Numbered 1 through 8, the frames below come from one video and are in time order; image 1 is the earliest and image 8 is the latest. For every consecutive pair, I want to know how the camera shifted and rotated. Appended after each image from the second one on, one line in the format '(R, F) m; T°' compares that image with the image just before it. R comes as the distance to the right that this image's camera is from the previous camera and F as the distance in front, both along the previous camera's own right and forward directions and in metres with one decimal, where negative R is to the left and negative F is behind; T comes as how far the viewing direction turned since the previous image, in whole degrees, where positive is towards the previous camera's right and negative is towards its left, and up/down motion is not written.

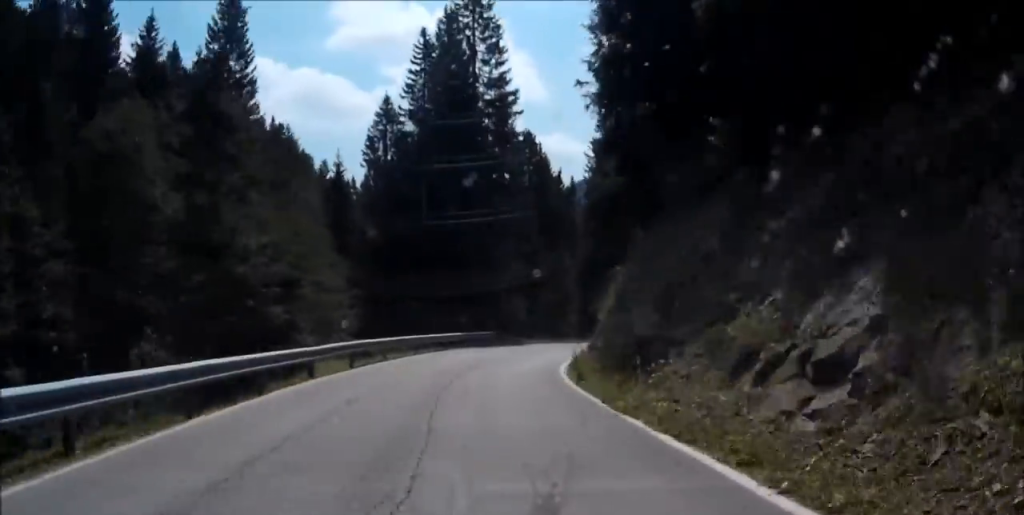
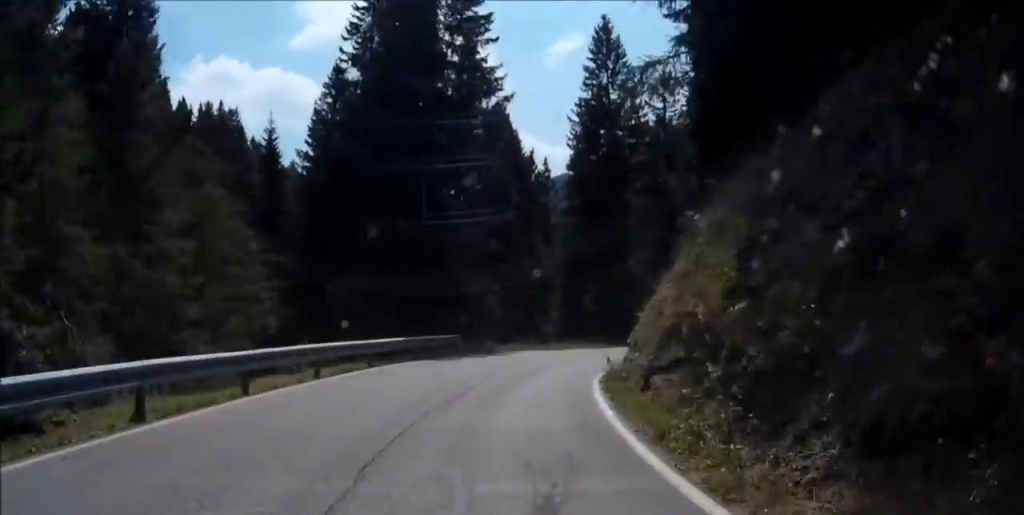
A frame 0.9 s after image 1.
(0.0, +12.0) m; +6°
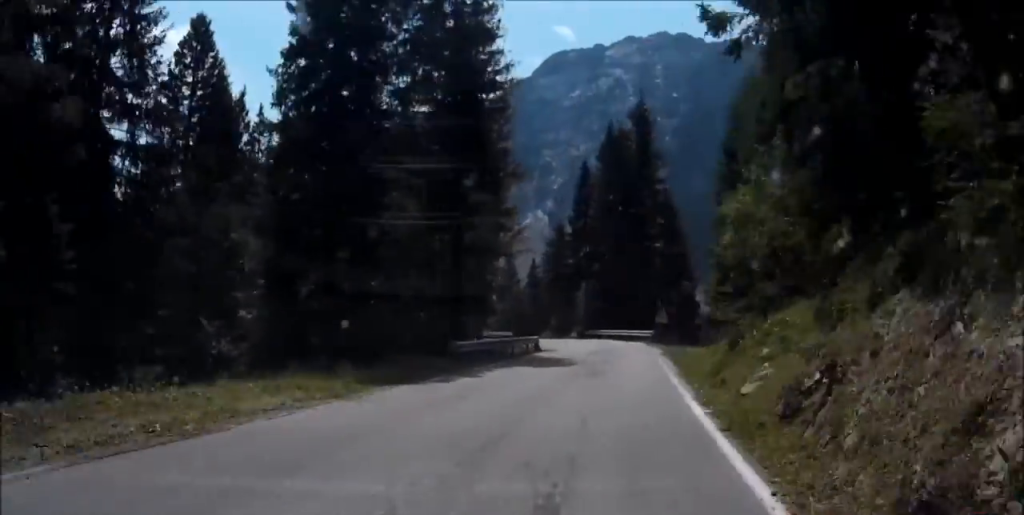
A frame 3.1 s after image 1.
(+4.2, +26.1) m; +14°
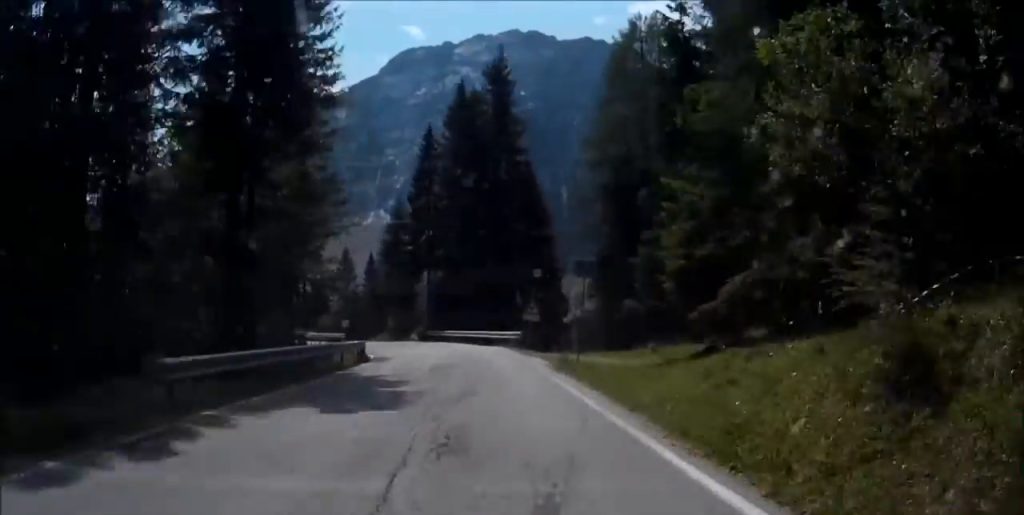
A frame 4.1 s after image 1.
(+1.5, +12.3) m; +1°
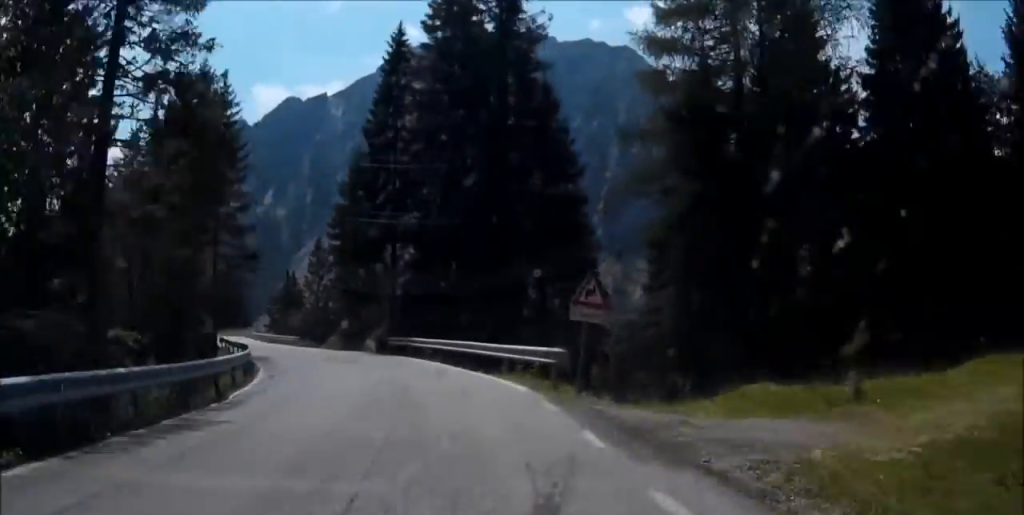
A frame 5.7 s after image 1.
(-0.2, +19.8) m; -4°
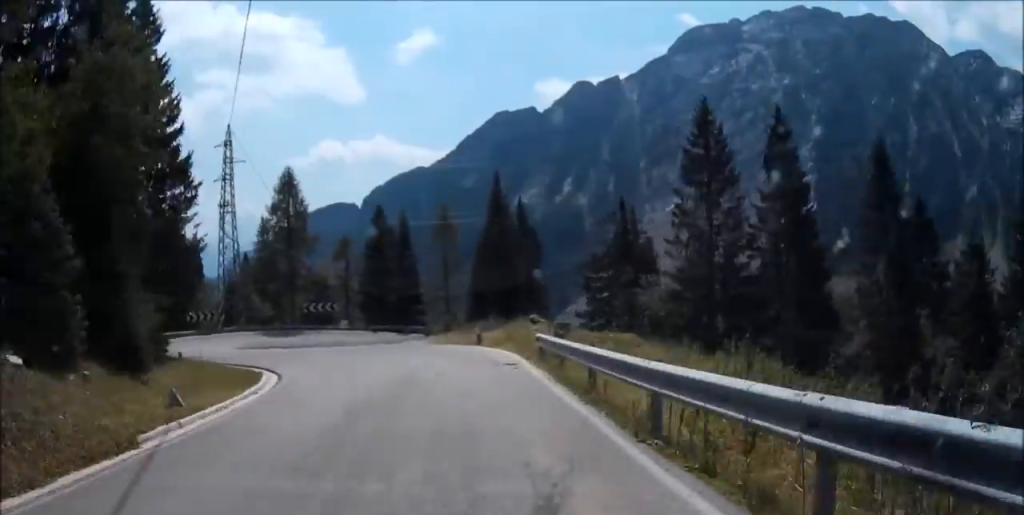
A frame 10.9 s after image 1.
(-10.2, +61.6) m; -19°
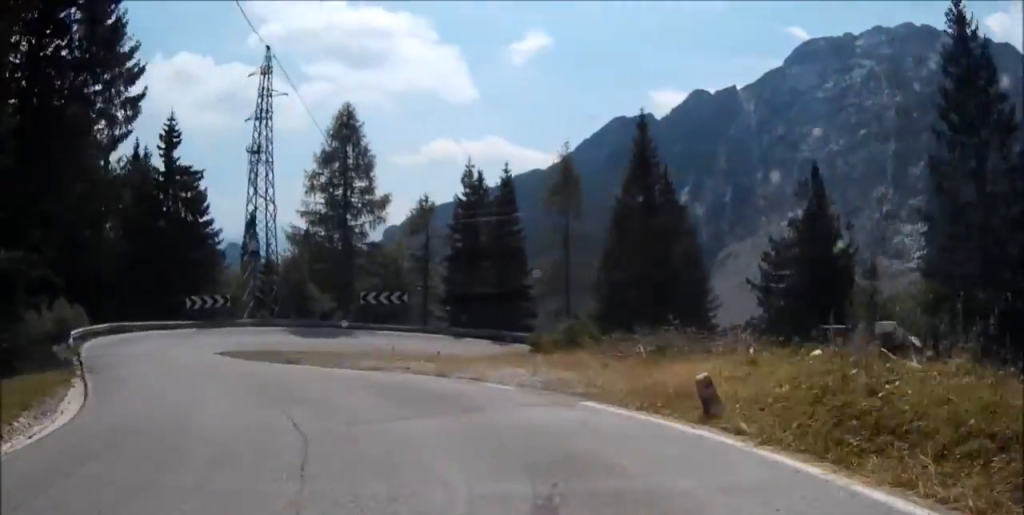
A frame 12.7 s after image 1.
(-1.4, +17.5) m; -14°
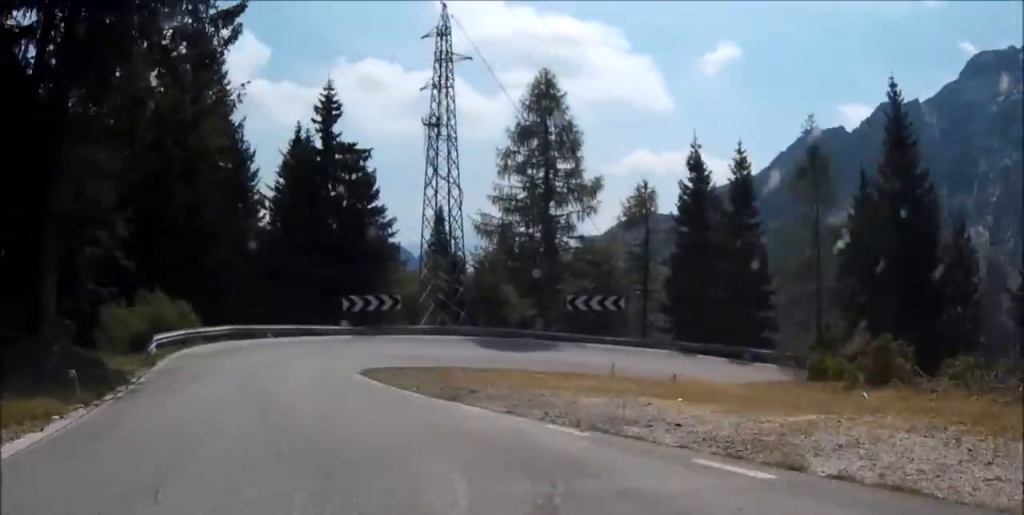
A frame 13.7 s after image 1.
(-1.5, +7.2) m; -3°
